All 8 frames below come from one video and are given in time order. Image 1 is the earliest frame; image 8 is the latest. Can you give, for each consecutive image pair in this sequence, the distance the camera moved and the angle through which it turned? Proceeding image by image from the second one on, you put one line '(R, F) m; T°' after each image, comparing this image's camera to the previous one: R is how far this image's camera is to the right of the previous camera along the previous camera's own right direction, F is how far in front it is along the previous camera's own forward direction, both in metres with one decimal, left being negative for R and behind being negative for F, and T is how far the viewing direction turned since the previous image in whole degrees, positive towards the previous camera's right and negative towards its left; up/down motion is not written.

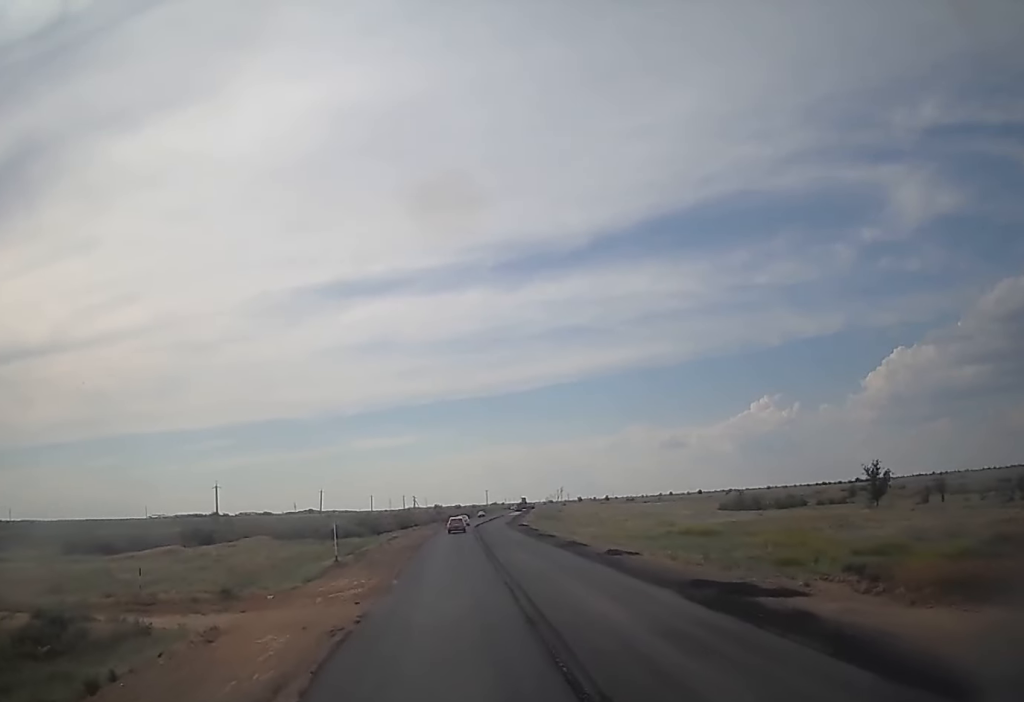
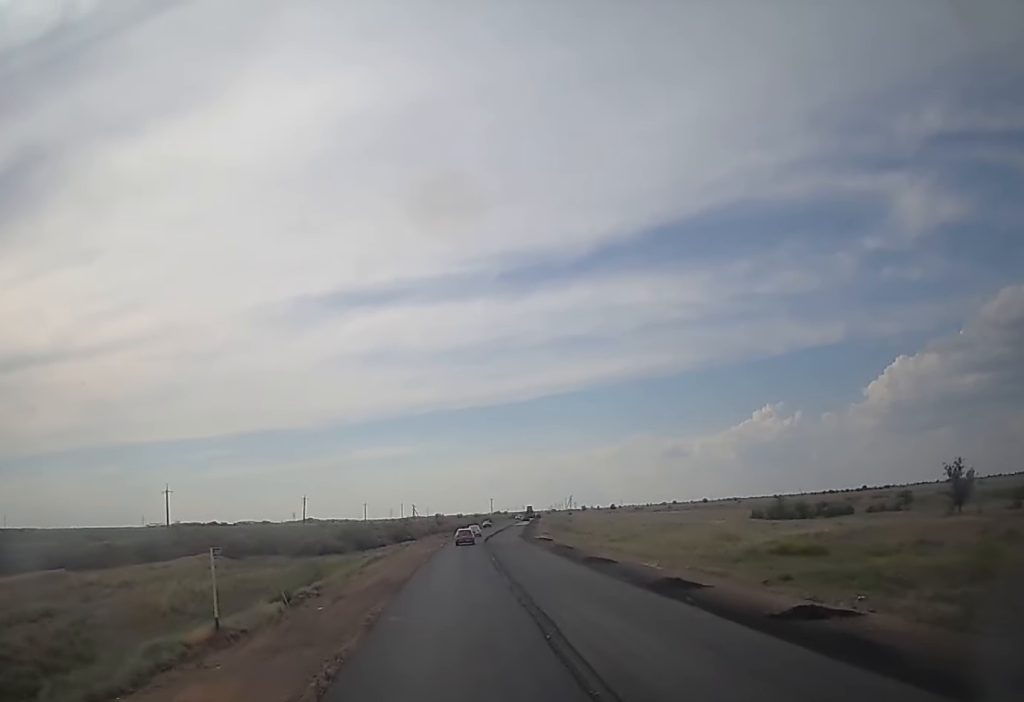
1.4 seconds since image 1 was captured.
(+0.5, +21.2) m; +3°
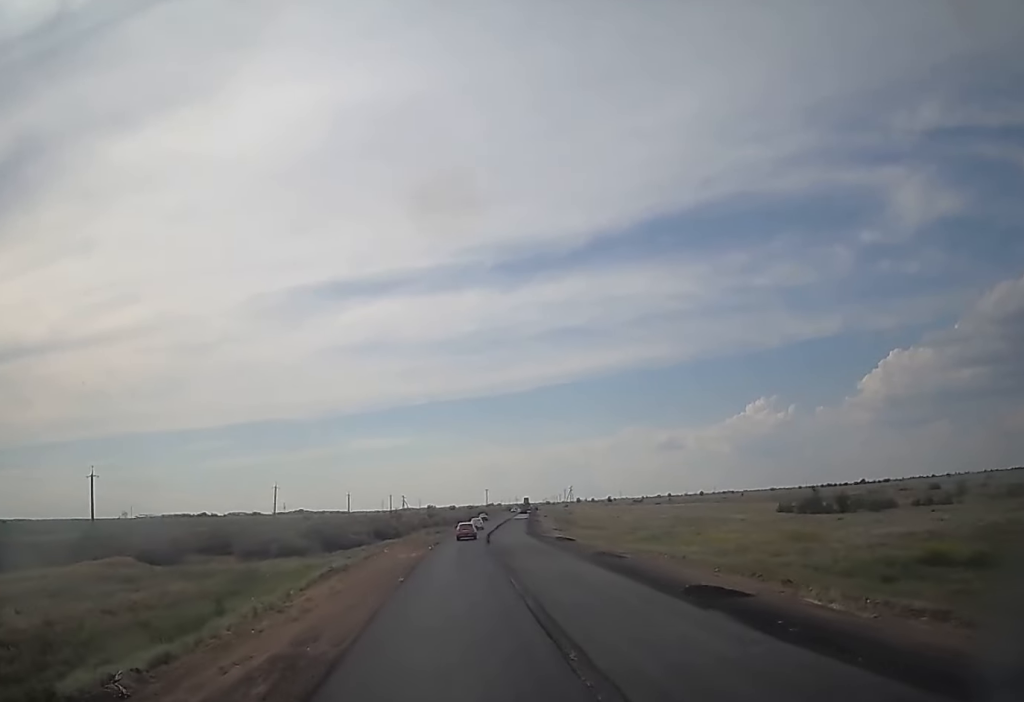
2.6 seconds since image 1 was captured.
(+0.1, +18.5) m; 0°
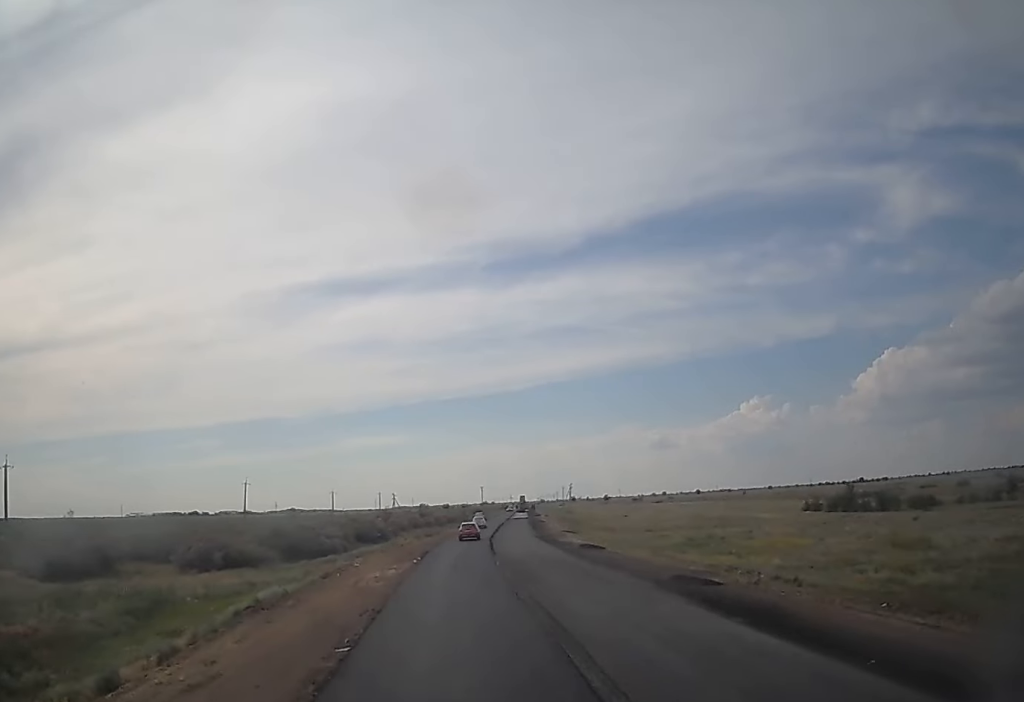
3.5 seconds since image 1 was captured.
(0.0, +16.6) m; 0°
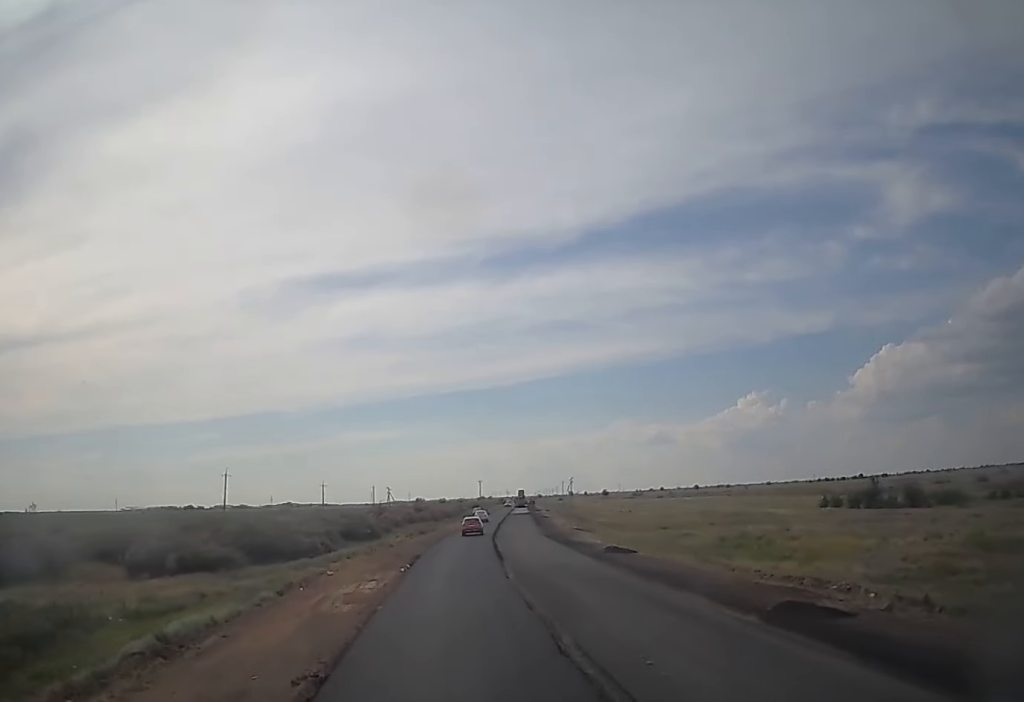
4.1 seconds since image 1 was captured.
(+0.1, +11.0) m; 0°
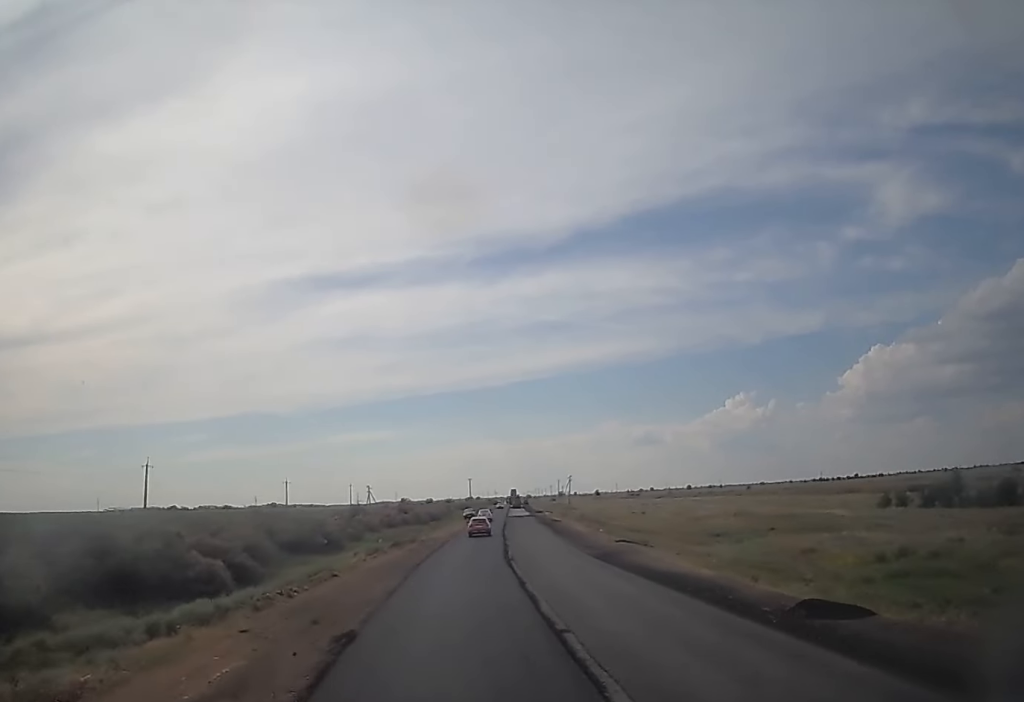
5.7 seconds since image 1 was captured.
(0.0, +31.9) m; 0°
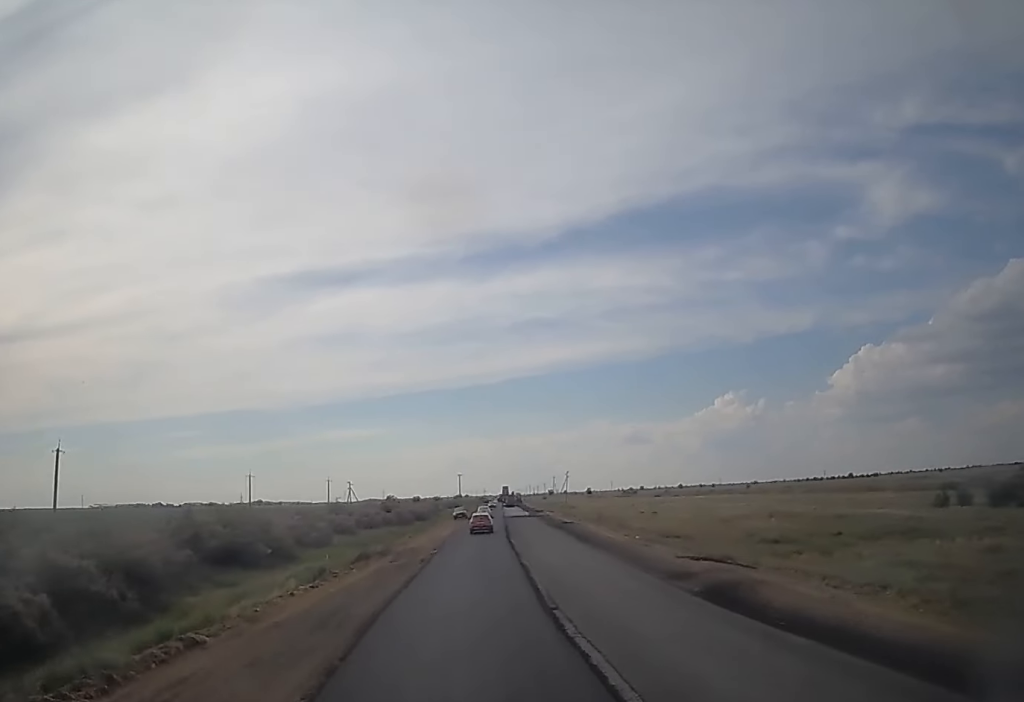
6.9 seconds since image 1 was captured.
(+0.2, +21.3) m; 0°
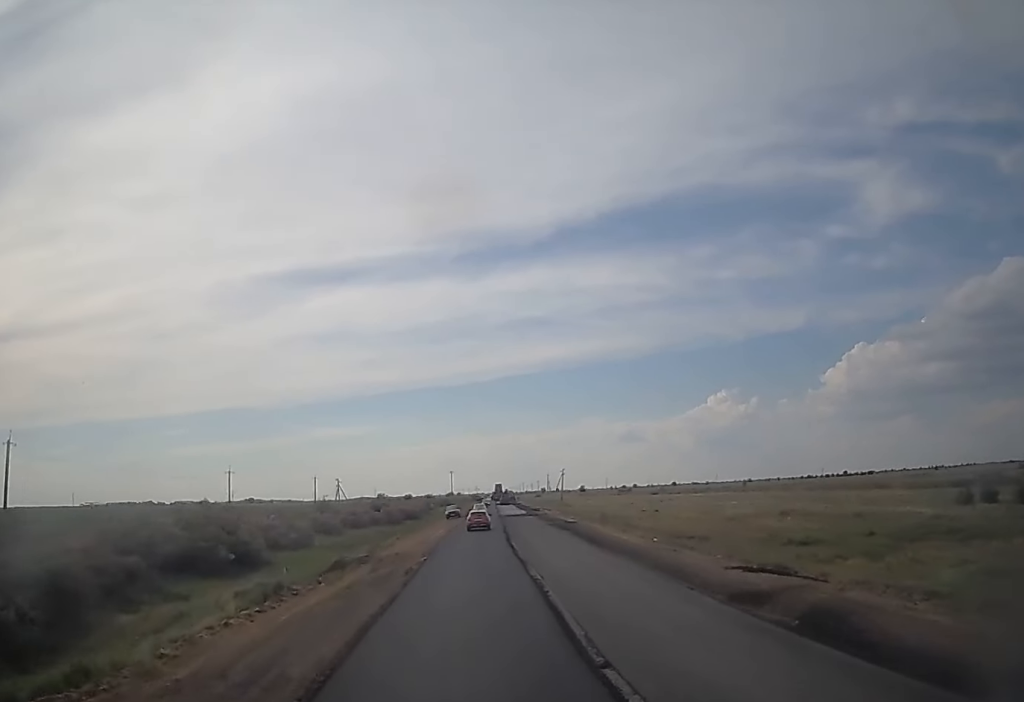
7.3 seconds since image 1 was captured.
(+0.2, +7.8) m; -1°
